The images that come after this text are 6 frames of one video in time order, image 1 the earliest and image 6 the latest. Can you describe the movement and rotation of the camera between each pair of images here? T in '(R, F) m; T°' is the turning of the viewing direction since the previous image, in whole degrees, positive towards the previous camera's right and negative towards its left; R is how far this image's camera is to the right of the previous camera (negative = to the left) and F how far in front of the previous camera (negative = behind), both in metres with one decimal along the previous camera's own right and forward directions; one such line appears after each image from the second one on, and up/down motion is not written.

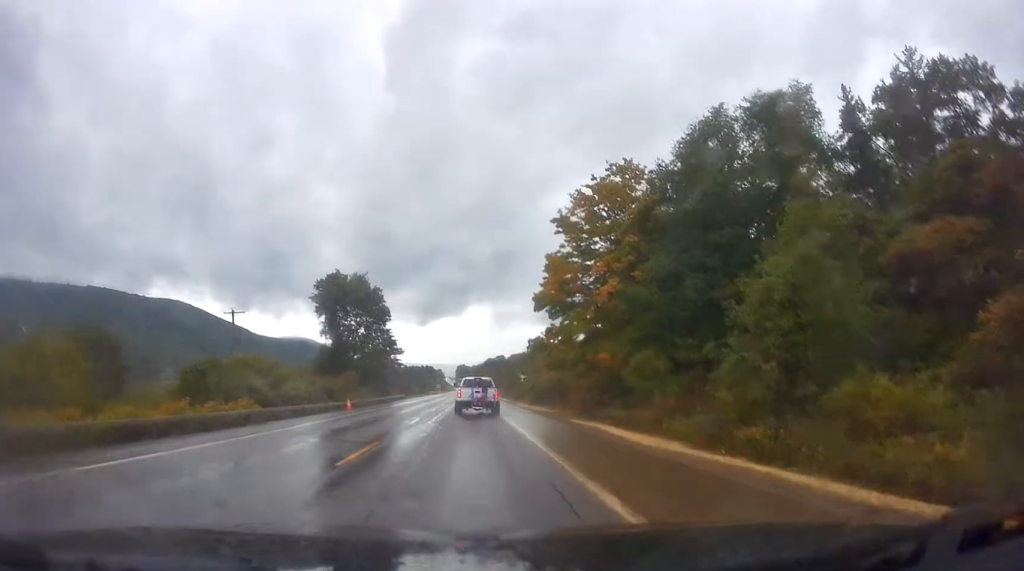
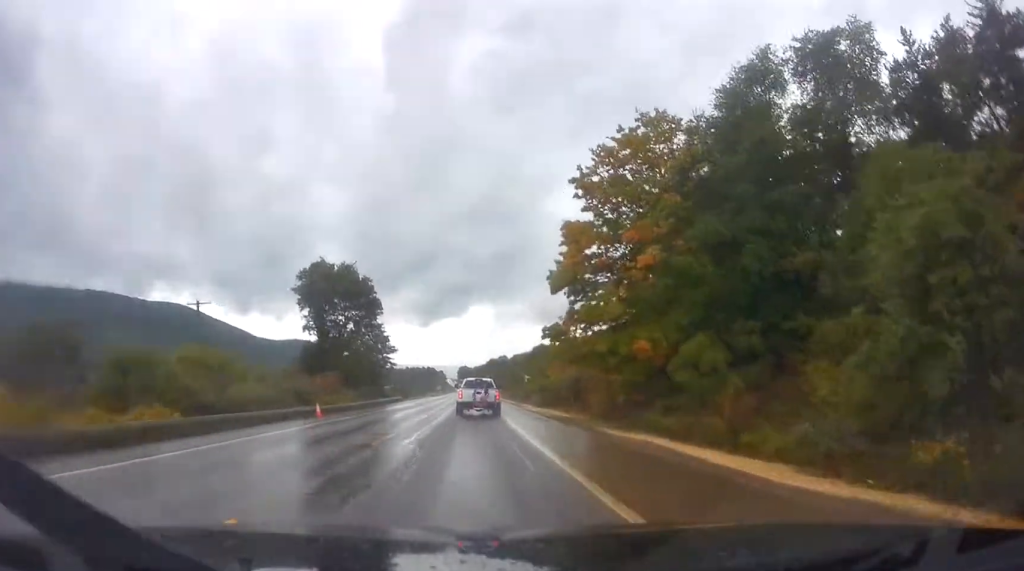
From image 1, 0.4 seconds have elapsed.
(-0.1, +8.5) m; 0°
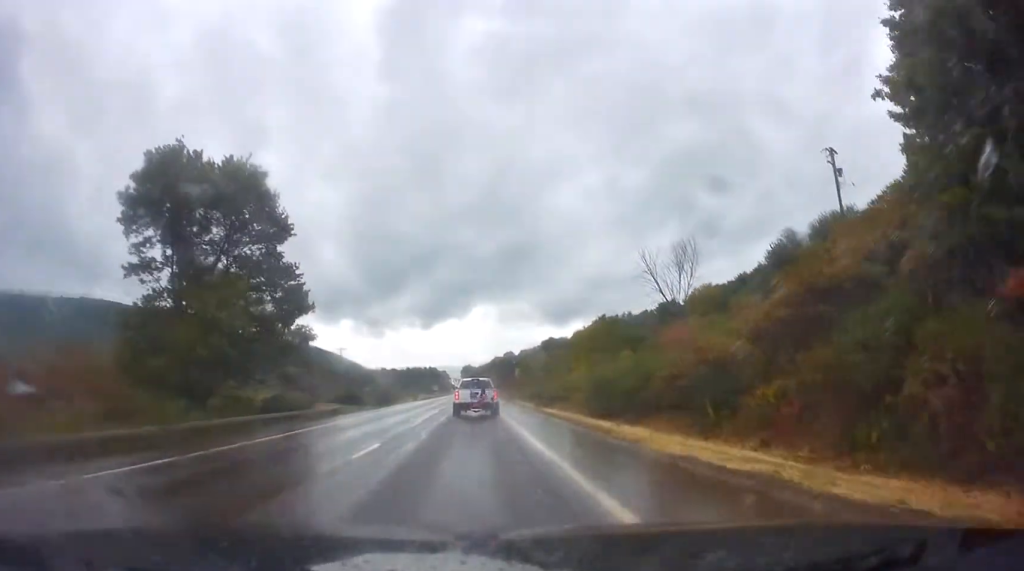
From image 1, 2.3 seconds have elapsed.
(-0.2, +36.8) m; 0°
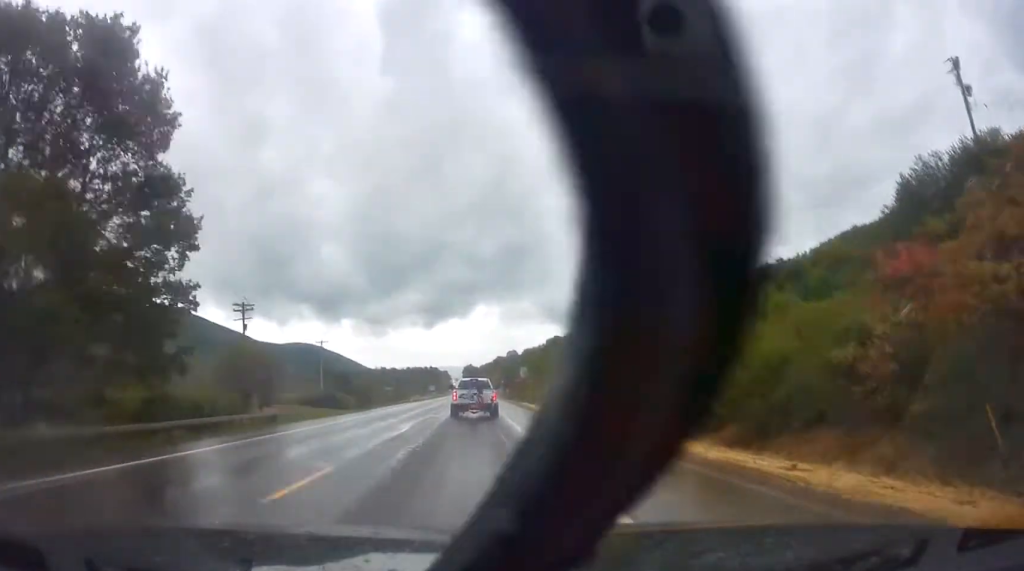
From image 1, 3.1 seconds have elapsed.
(+0.2, +16.1) m; 0°
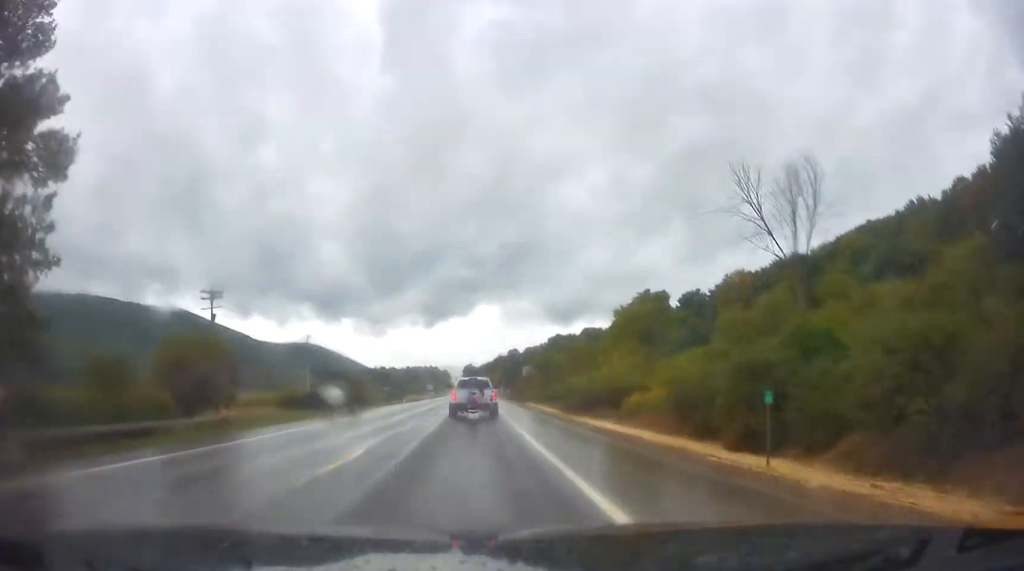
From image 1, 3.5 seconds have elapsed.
(+0.1, +8.7) m; 0°
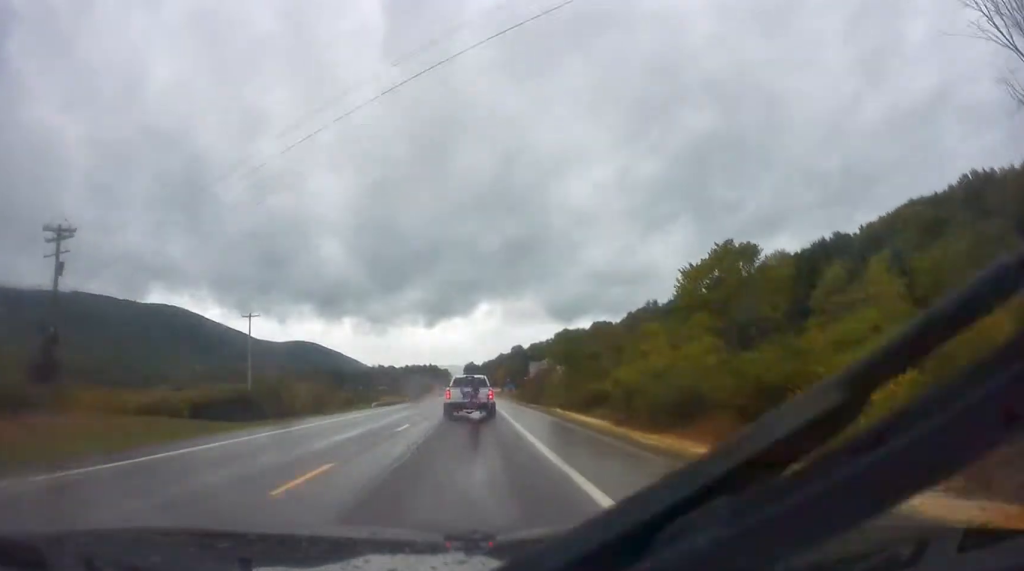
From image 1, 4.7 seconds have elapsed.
(+0.3, +24.6) m; +5°
